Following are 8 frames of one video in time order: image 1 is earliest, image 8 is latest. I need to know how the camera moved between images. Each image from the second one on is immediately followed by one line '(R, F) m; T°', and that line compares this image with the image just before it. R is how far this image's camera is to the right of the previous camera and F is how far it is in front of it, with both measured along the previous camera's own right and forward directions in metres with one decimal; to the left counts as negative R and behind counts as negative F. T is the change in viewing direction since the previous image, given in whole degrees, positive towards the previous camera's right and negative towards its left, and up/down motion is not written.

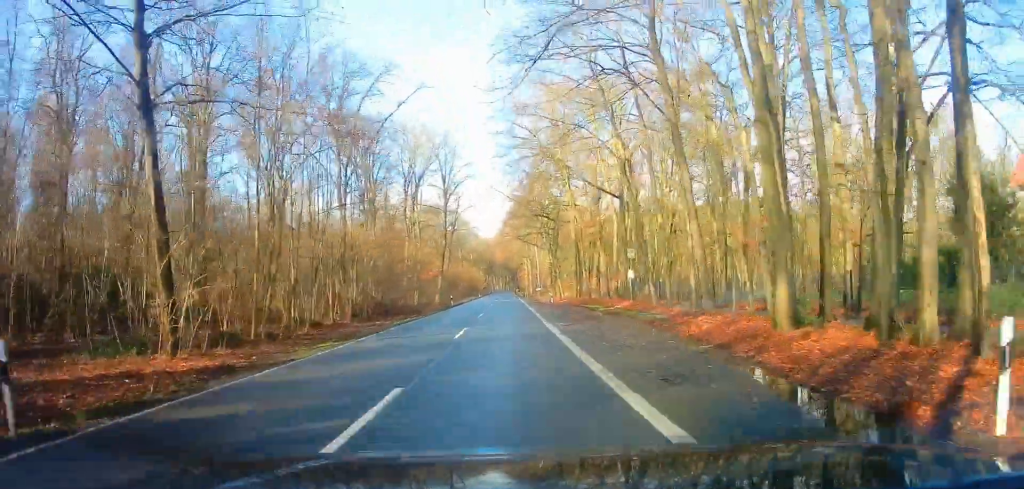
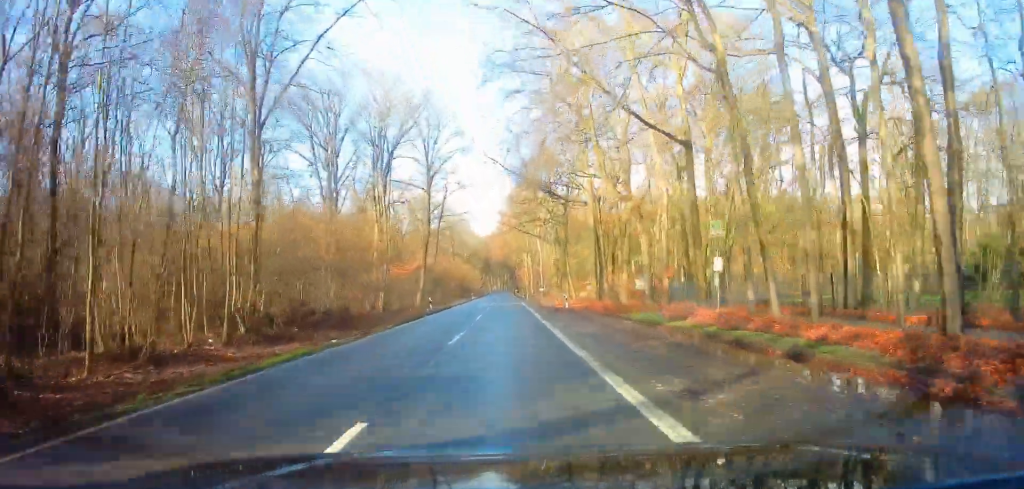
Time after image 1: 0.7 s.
(0.0, +13.8) m; 0°
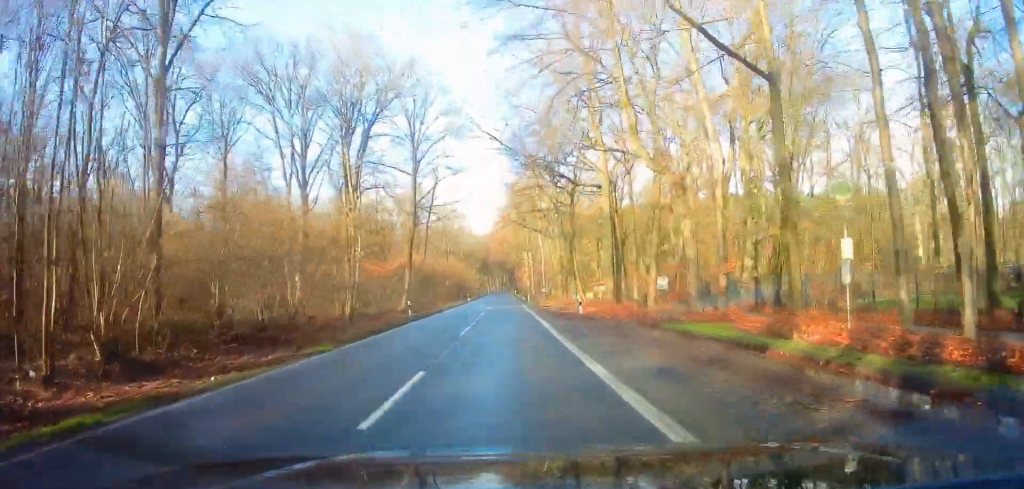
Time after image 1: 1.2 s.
(+0.1, +7.8) m; 0°
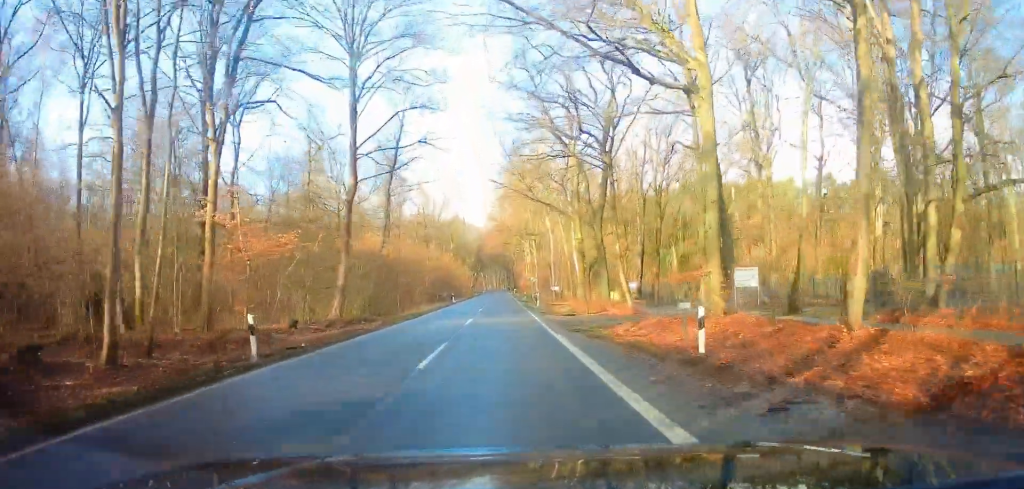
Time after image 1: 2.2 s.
(0.0, +19.4) m; -1°
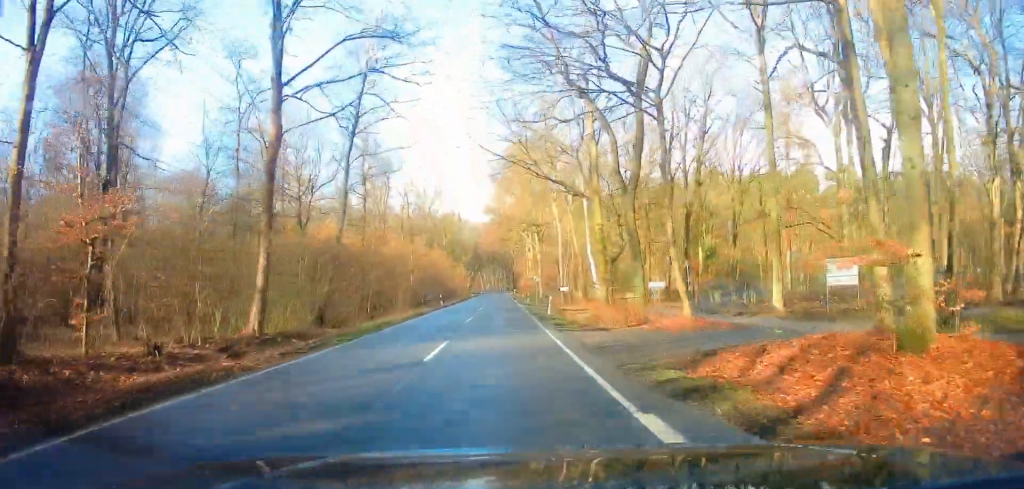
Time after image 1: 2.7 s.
(0.0, +10.3) m; -1°
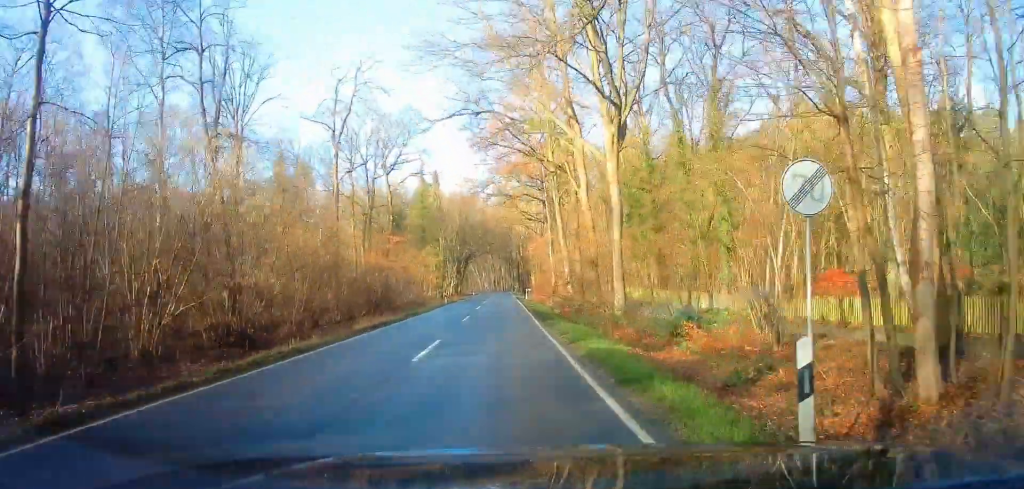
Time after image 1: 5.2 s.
(+0.9, +47.0) m; +2°
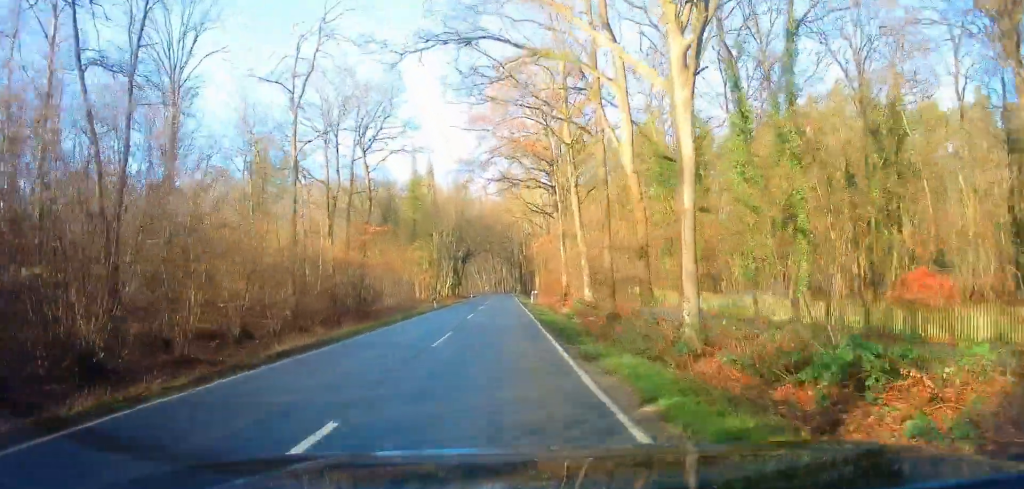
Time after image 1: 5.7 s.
(0.0, +8.9) m; 0°
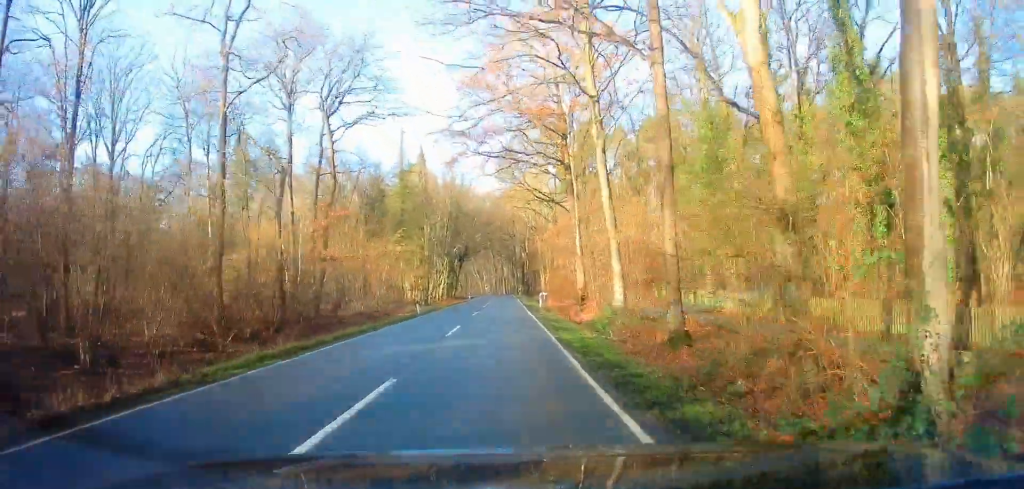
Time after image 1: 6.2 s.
(0.0, +8.9) m; 0°
